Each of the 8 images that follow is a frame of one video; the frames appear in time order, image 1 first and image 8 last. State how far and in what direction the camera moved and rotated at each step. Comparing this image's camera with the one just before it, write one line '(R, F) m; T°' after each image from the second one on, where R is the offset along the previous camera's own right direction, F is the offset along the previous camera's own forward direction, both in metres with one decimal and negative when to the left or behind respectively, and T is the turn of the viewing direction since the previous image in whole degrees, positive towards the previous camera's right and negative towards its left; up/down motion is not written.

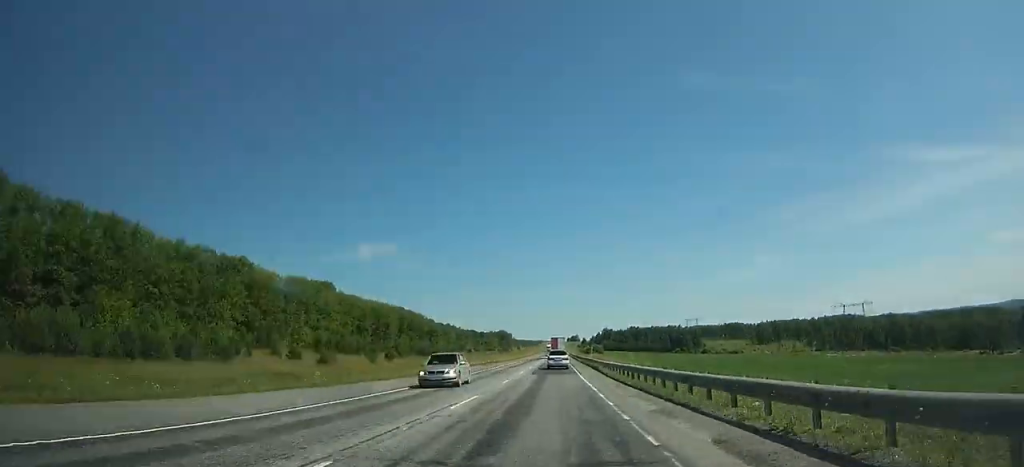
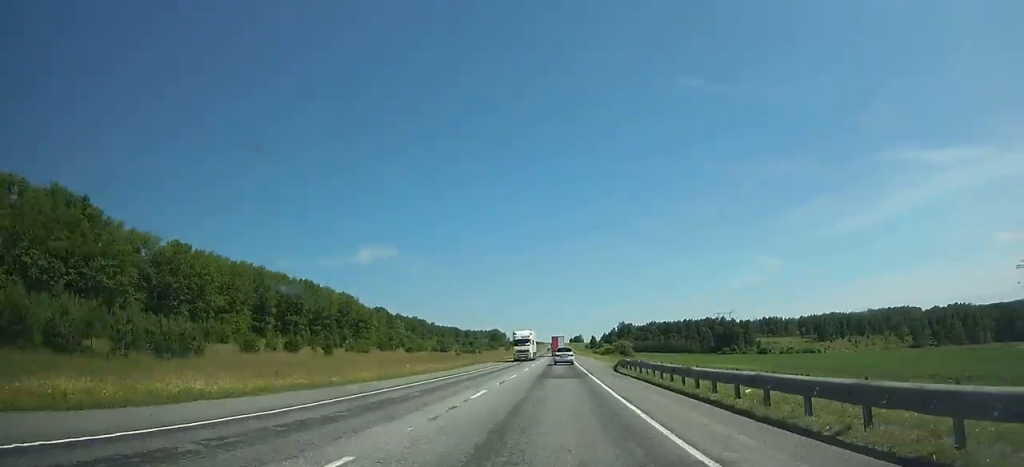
(+0.2, +142.6) m; 0°
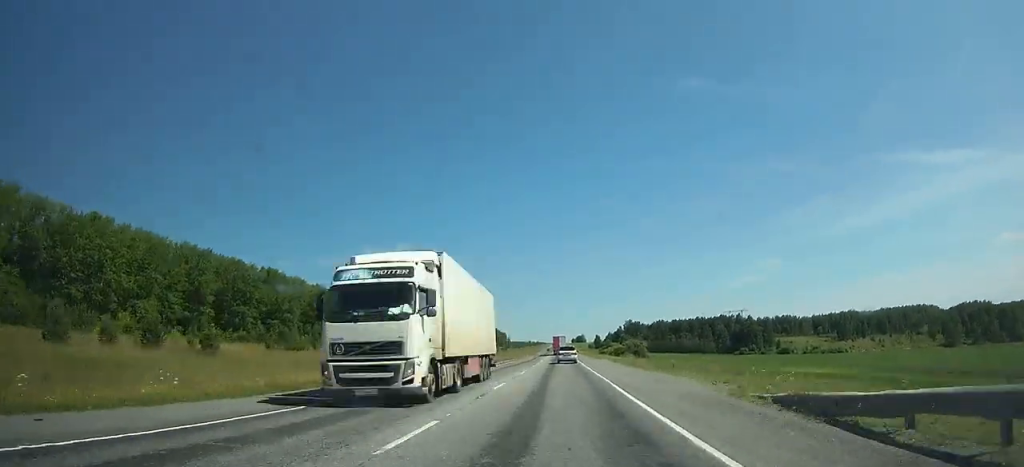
(0.0, +32.9) m; 0°
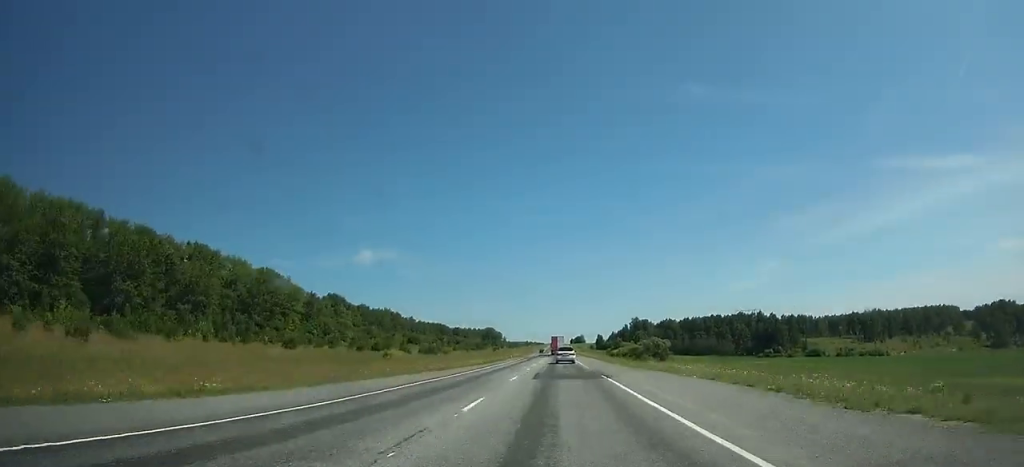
(0.0, +44.1) m; 0°
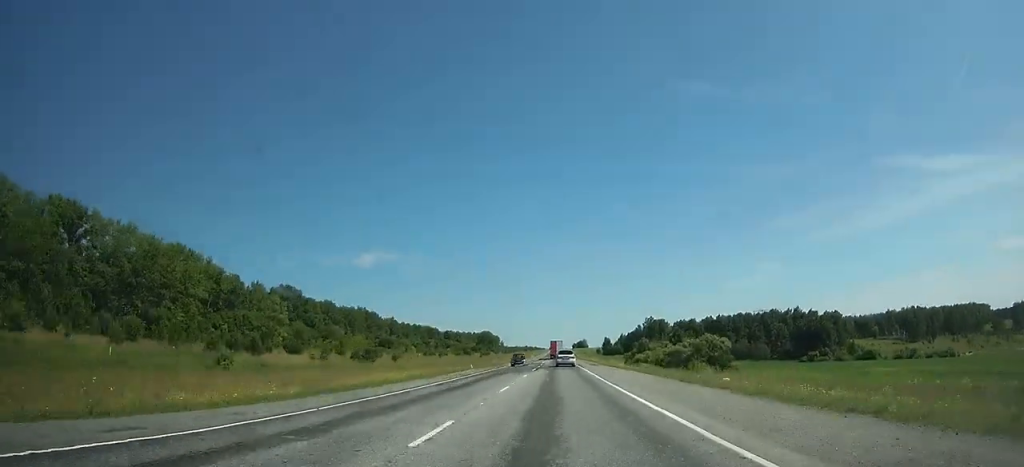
(0.0, +51.8) m; 0°
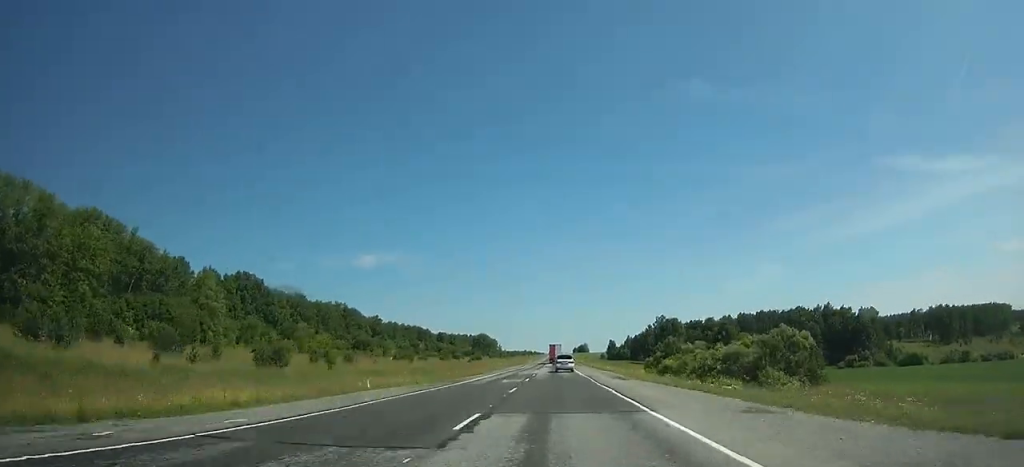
(0.0, +34.1) m; 0°
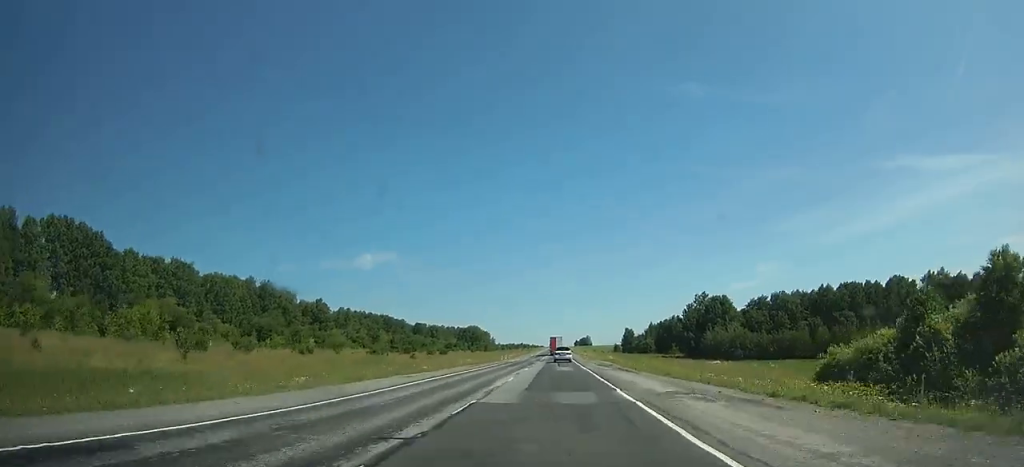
(-0.1, +82.9) m; 0°
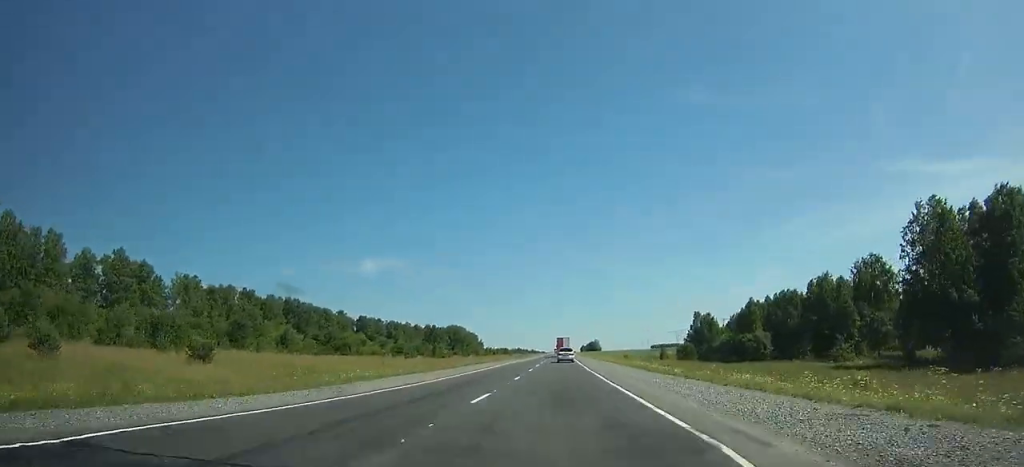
(-0.3, +131.1) m; 0°
